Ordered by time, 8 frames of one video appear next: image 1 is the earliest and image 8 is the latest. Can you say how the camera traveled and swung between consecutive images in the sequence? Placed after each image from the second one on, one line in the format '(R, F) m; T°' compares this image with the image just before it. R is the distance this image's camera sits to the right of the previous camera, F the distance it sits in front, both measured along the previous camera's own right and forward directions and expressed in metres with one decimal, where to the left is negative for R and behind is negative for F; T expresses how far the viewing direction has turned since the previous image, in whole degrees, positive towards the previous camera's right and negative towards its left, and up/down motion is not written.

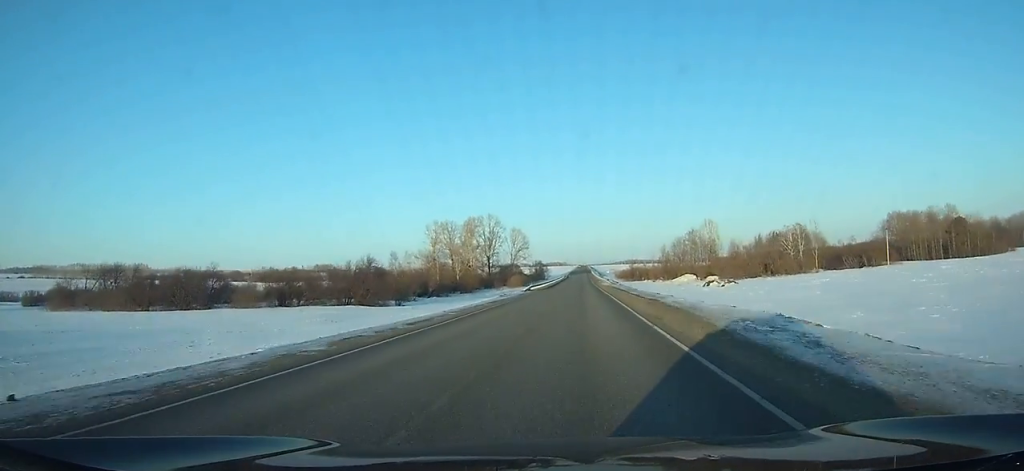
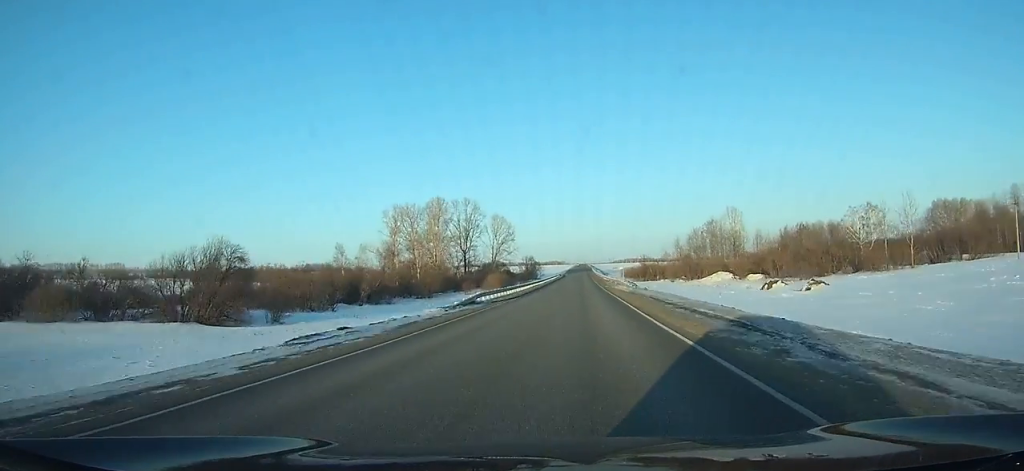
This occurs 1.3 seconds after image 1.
(0.0, +41.3) m; 0°
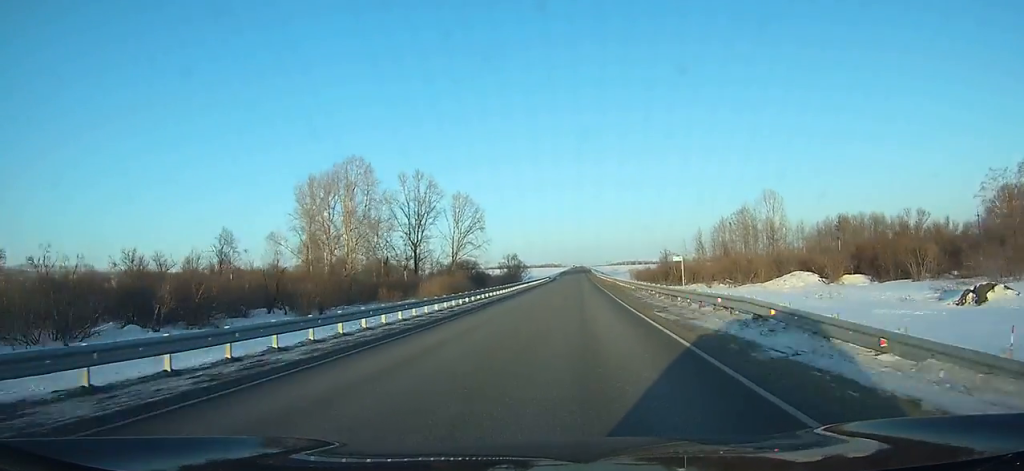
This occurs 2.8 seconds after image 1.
(0.0, +47.7) m; 0°
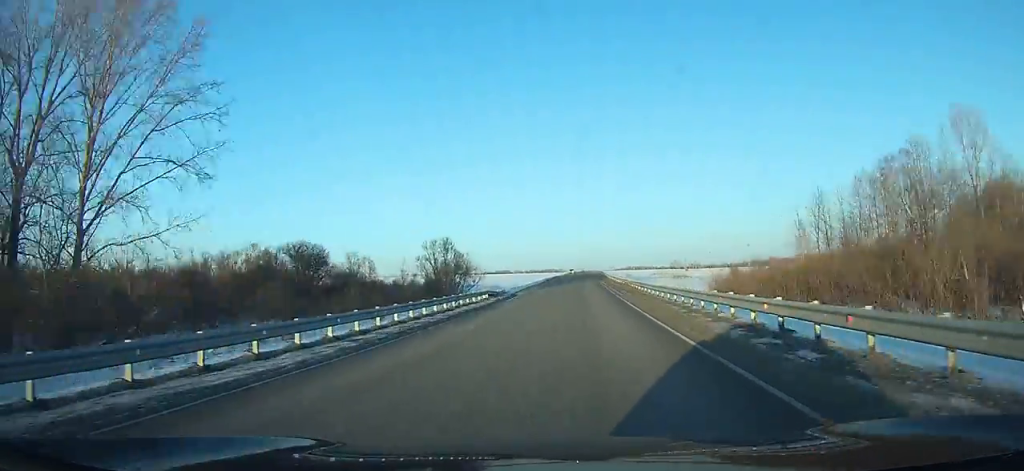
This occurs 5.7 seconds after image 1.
(+0.2, +92.4) m; 0°
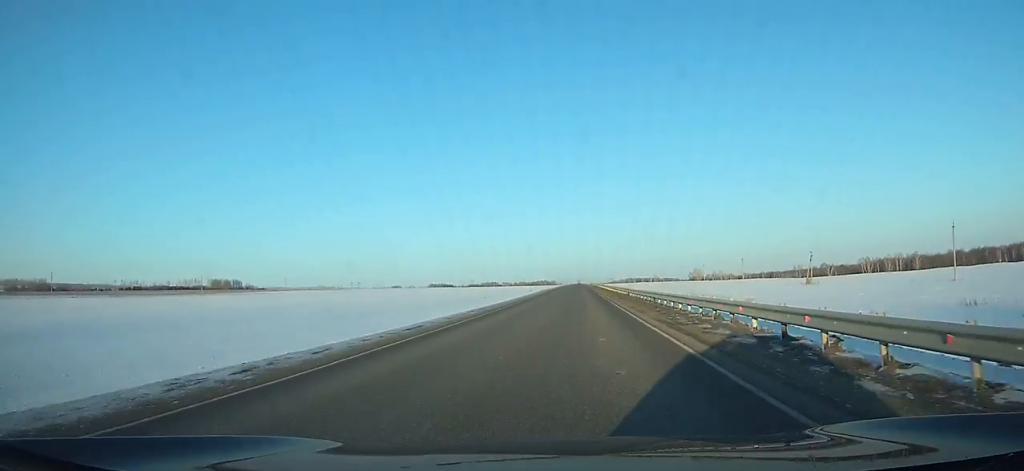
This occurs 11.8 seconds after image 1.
(-0.2, +195.0) m; 0°
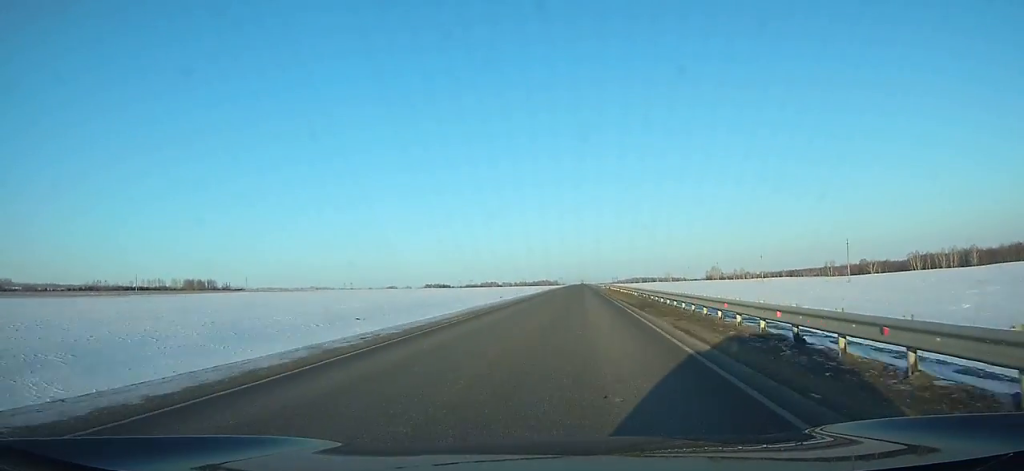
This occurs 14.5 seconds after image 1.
(+0.4, +86.6) m; 0°
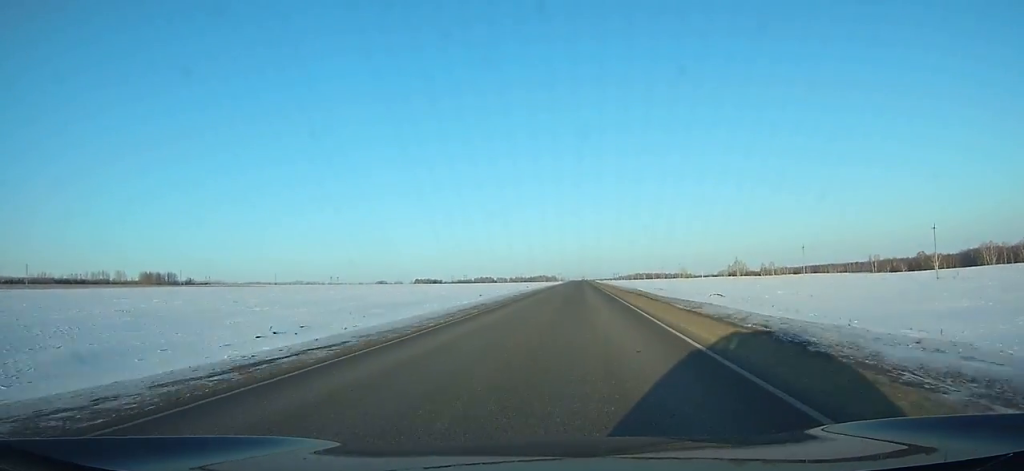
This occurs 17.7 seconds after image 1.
(-0.2, +102.6) m; 0°
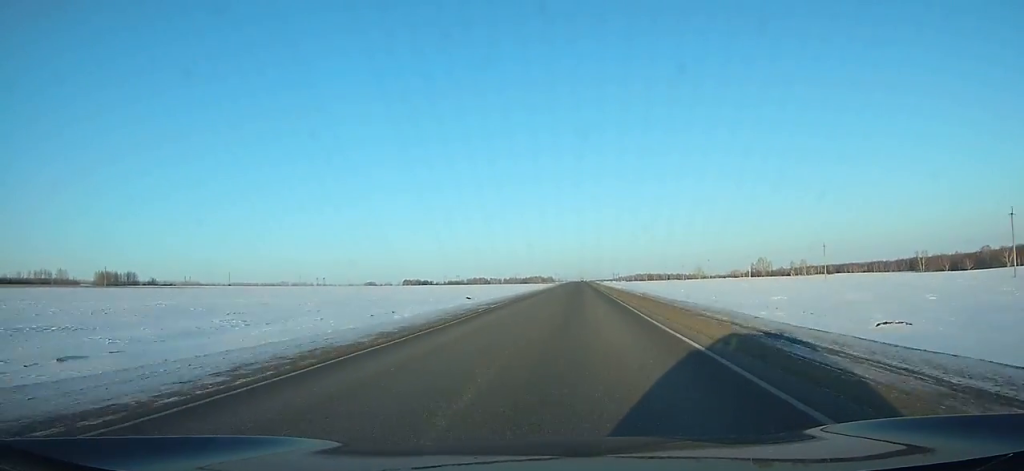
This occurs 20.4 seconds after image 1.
(-0.1, +86.4) m; 0°
